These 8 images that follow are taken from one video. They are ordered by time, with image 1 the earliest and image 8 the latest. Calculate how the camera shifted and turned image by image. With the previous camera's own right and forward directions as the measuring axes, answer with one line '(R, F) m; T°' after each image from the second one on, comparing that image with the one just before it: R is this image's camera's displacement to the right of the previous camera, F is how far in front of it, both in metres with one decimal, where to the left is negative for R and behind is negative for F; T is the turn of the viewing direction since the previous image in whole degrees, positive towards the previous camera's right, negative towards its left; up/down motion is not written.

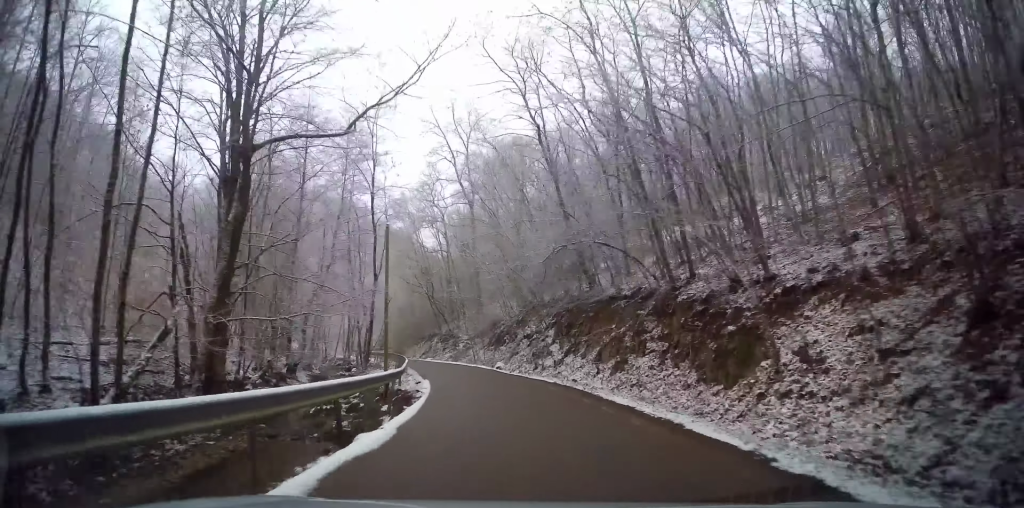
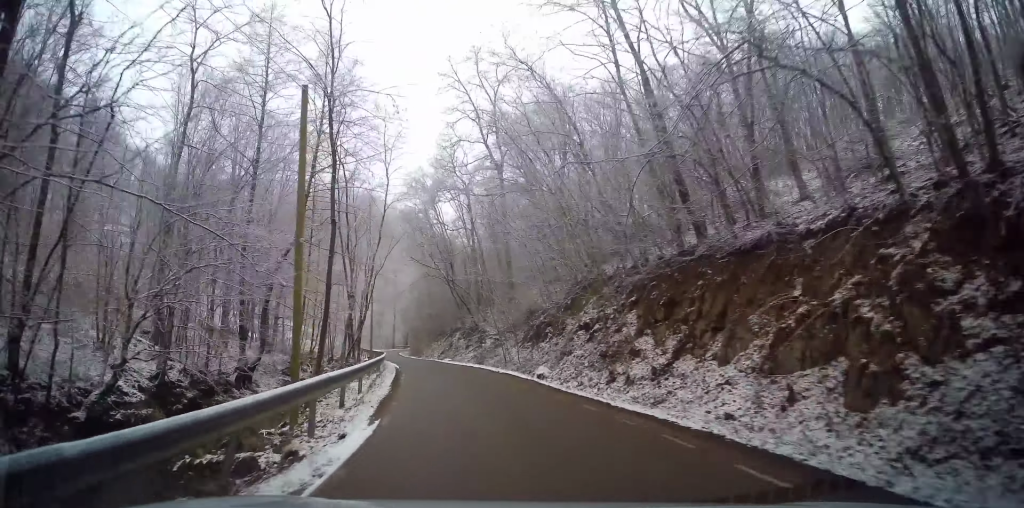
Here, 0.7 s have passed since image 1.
(+0.2, +12.3) m; -1°
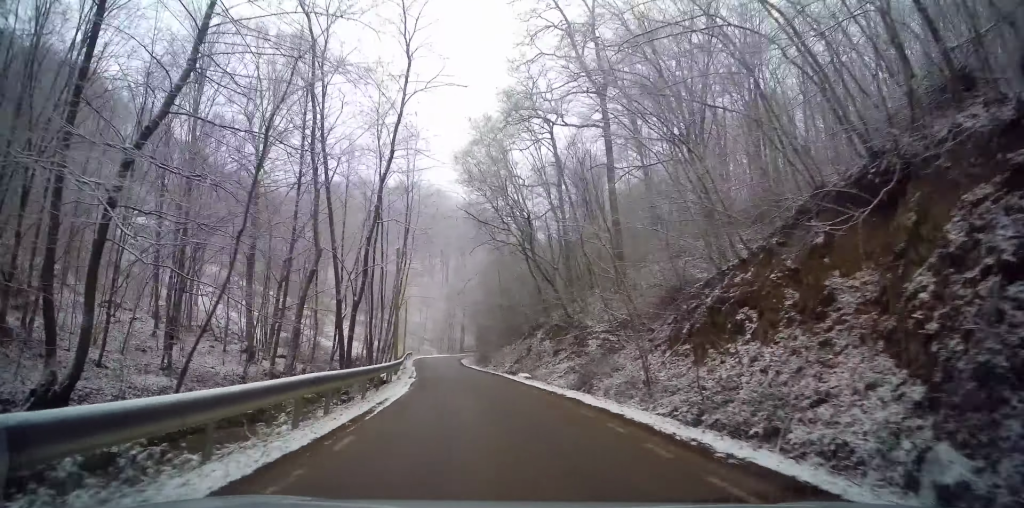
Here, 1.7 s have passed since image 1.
(-0.5, +18.2) m; -5°
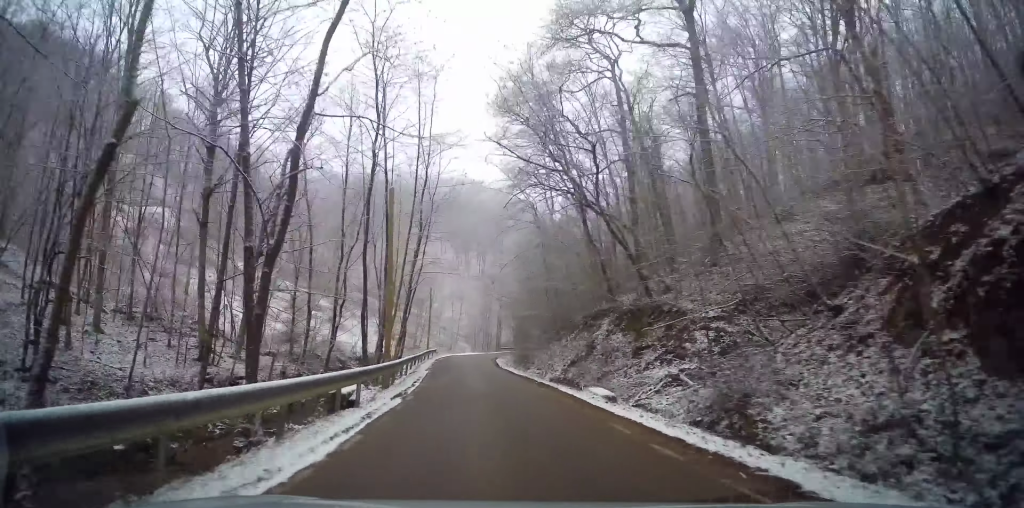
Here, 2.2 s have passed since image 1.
(-0.4, +10.2) m; -4°
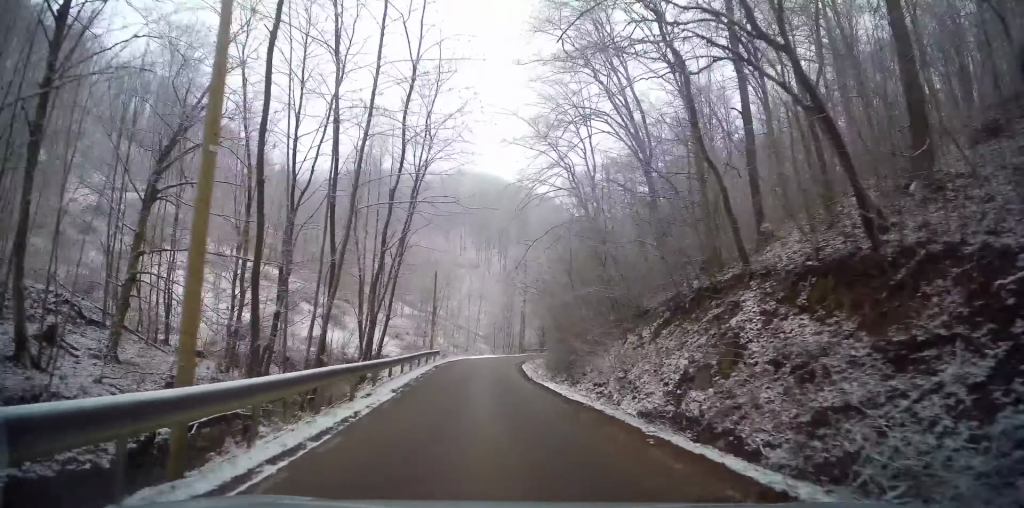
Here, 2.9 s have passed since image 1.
(-0.6, +12.5) m; -3°
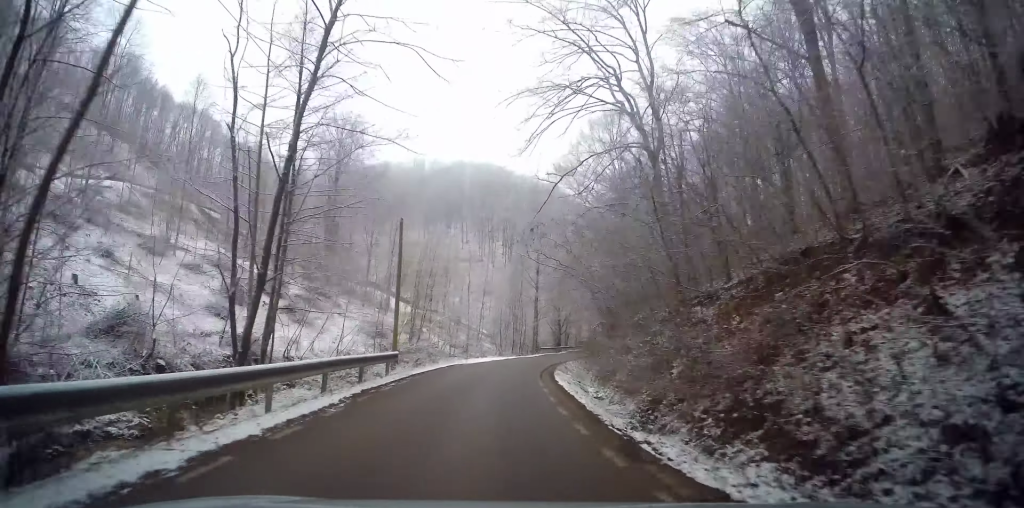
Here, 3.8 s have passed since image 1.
(-0.5, +16.1) m; -1°
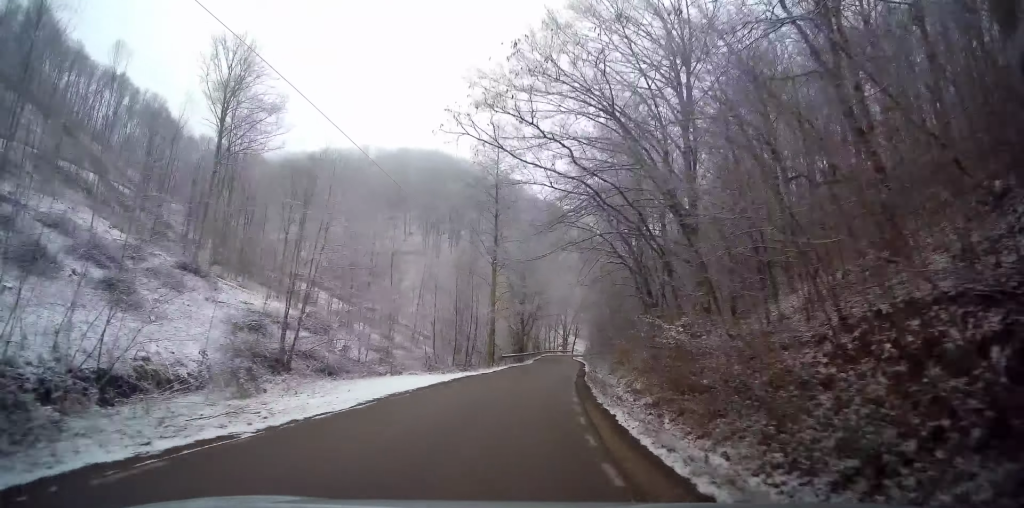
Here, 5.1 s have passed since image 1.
(+0.7, +22.9) m; +4°
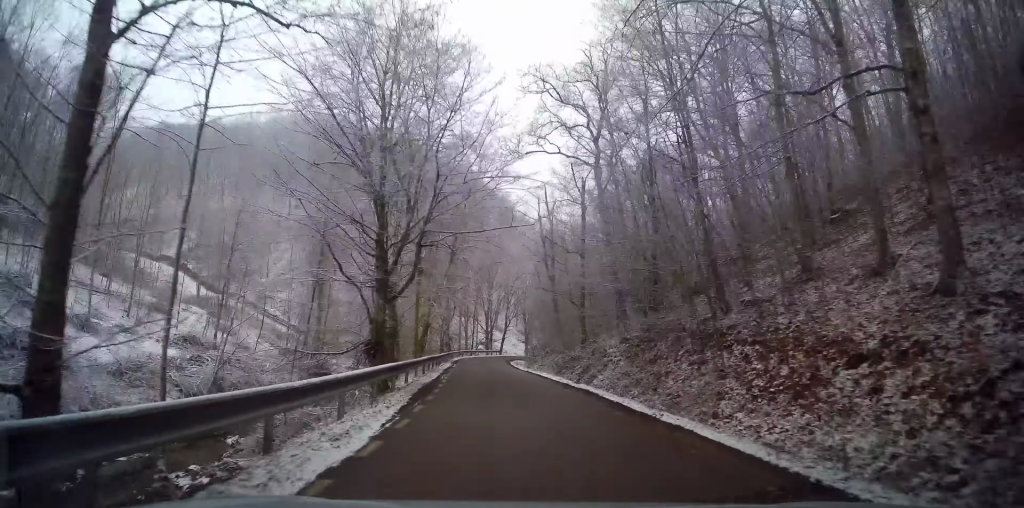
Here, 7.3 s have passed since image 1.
(+3.5, +39.5) m; +7°
